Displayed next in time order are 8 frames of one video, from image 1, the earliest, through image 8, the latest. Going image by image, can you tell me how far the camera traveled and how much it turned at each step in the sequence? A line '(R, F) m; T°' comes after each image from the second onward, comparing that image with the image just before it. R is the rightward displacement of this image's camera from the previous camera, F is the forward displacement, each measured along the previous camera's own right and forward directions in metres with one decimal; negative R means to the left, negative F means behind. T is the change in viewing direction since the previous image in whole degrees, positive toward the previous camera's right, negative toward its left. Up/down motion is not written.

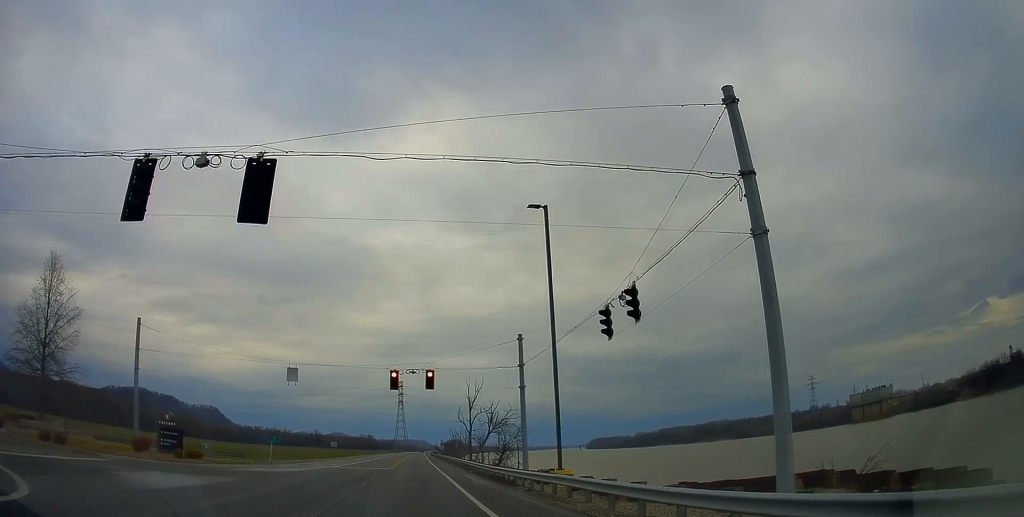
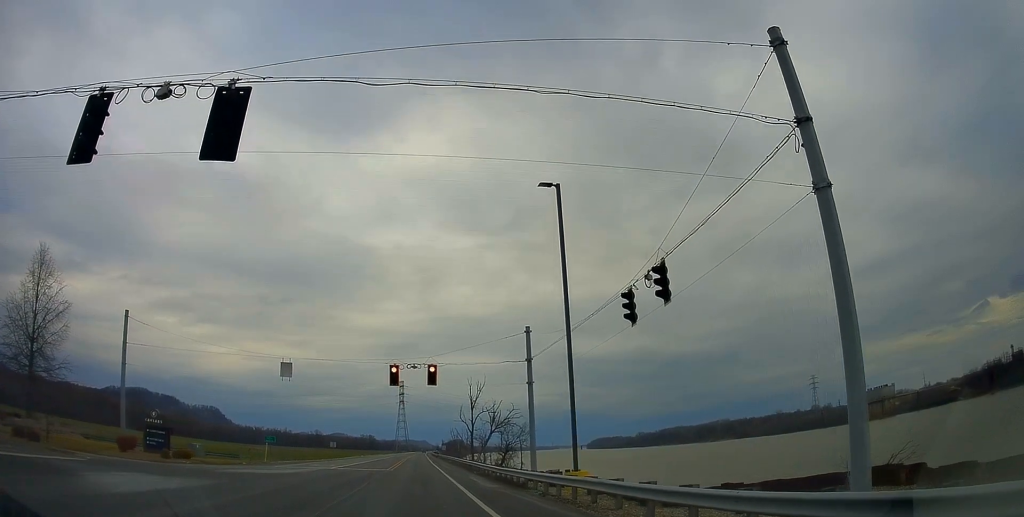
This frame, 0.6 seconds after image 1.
(-0.2, +2.3) m; -1°
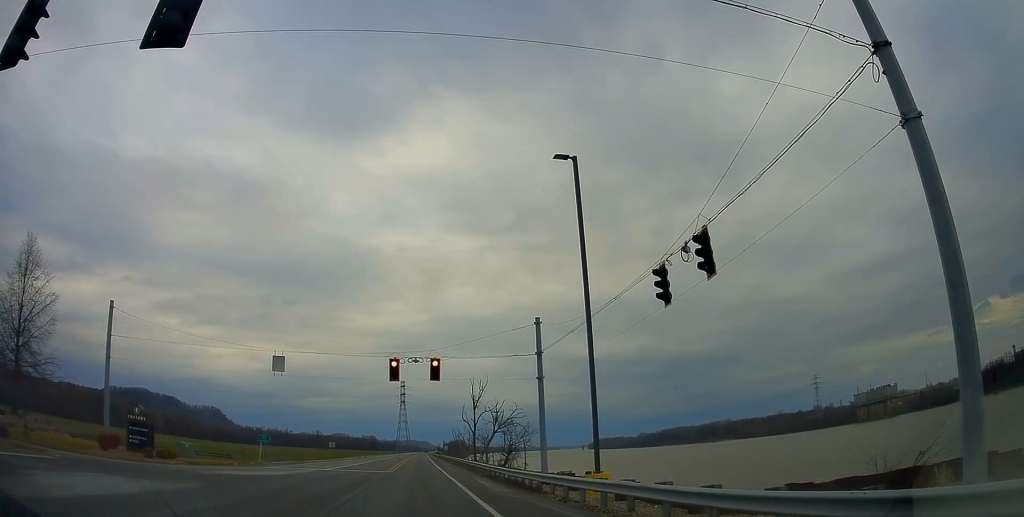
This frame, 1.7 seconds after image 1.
(+0.1, +2.9) m; 0°
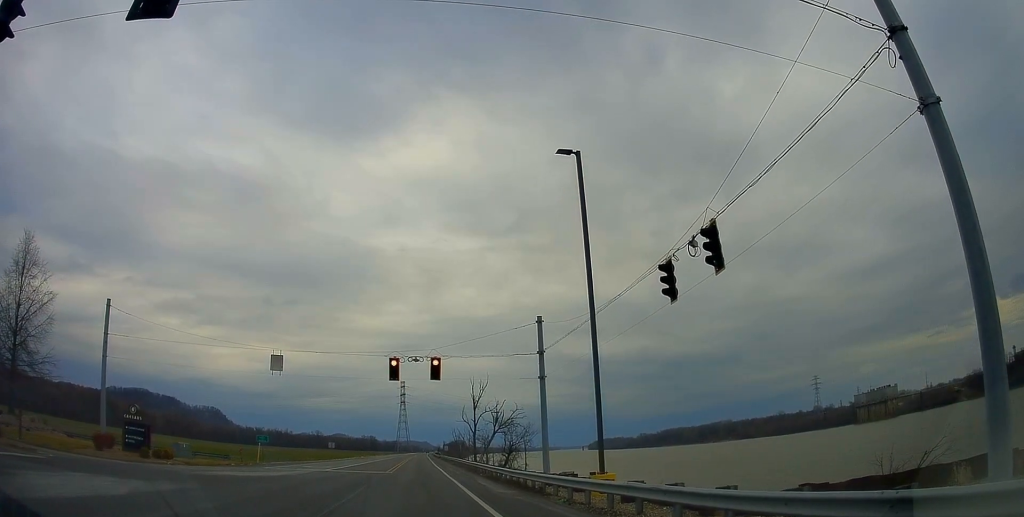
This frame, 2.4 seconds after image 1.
(+0.2, +0.6) m; 0°
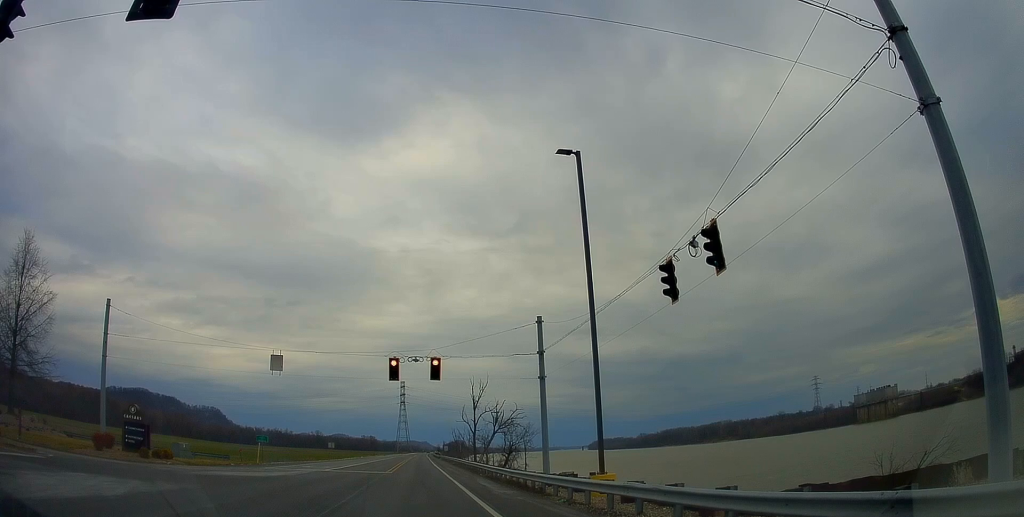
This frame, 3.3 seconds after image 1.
(0.0, 0.0) m; 0°
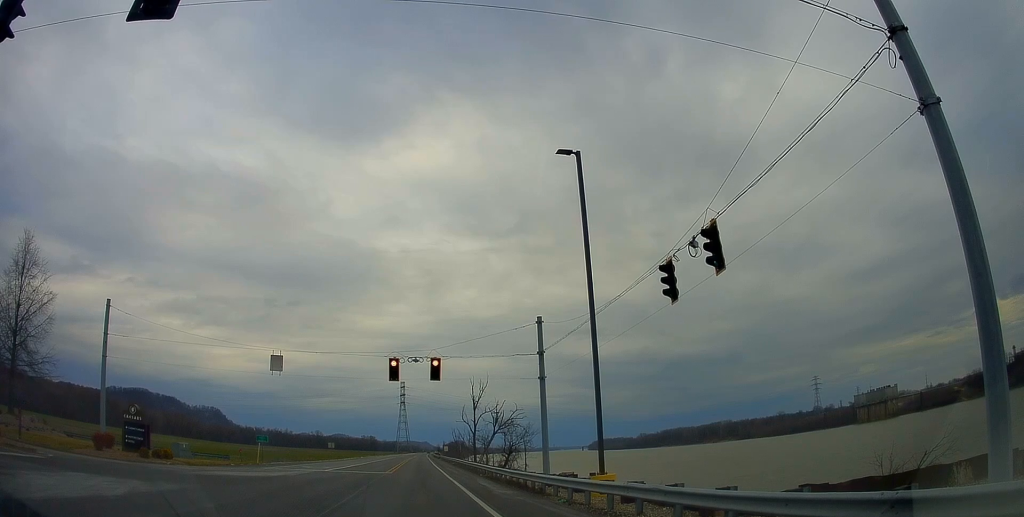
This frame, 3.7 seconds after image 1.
(0.0, 0.0) m; 0°
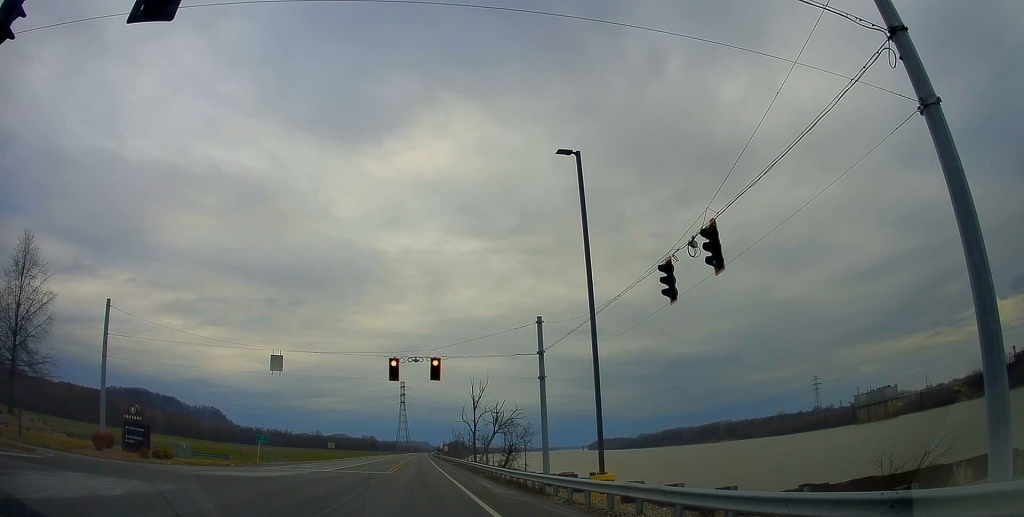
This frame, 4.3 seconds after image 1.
(0.0, 0.0) m; 0°
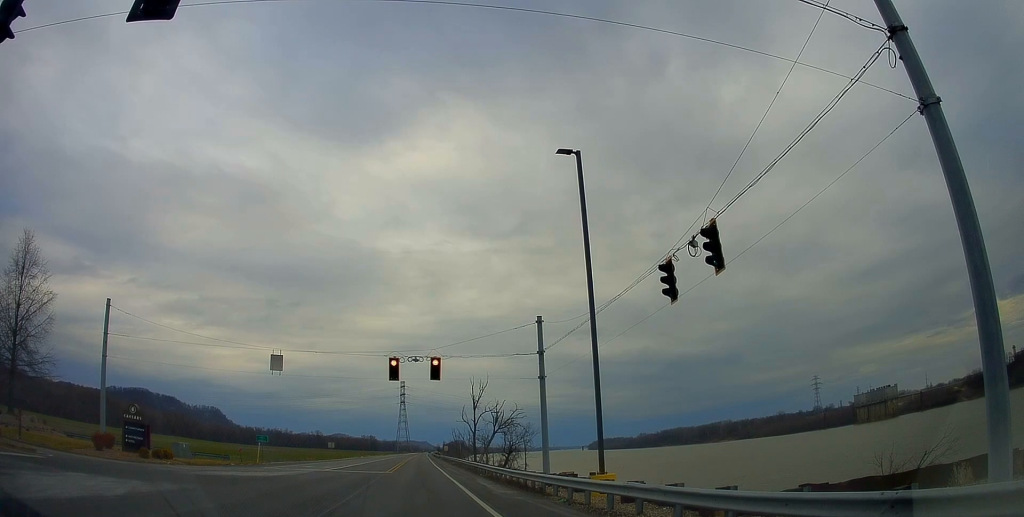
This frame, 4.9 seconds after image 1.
(0.0, 0.0) m; 0°
